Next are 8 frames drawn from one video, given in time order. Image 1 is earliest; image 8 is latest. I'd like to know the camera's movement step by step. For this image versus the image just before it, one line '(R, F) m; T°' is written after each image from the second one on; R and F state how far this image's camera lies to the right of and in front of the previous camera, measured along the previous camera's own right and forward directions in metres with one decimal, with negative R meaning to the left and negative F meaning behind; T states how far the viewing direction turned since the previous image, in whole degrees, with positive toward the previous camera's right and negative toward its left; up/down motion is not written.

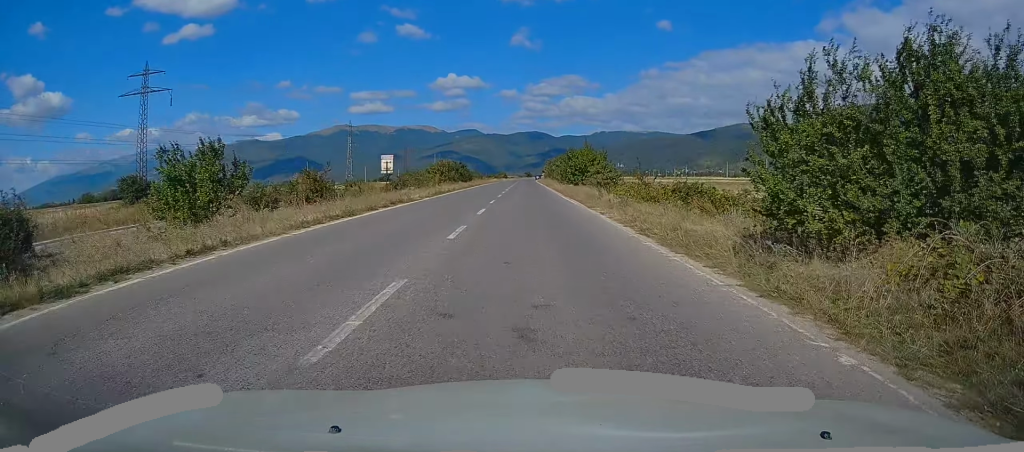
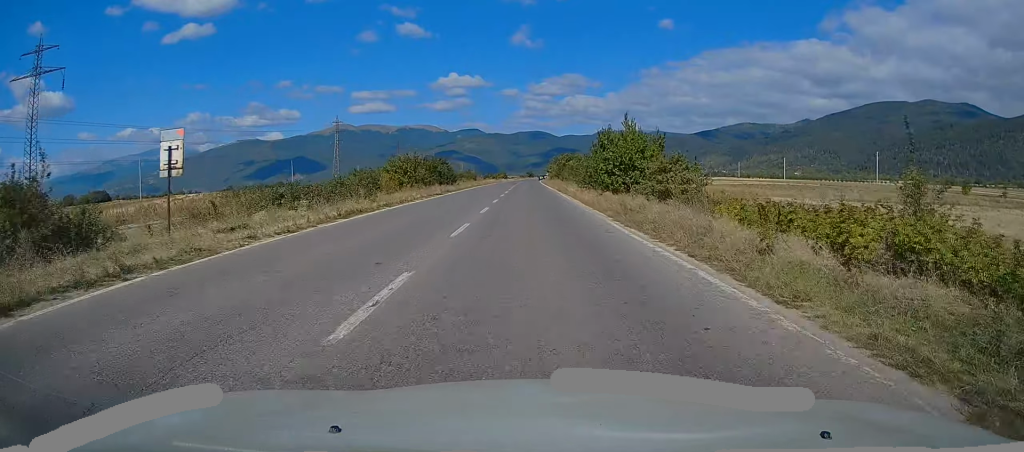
(0.0, +22.5) m; 0°
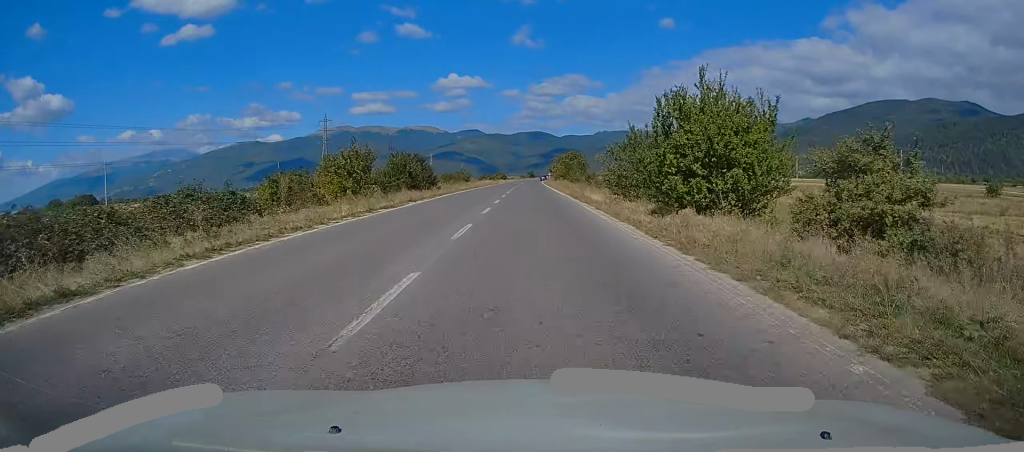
(0.0, +15.3) m; 0°
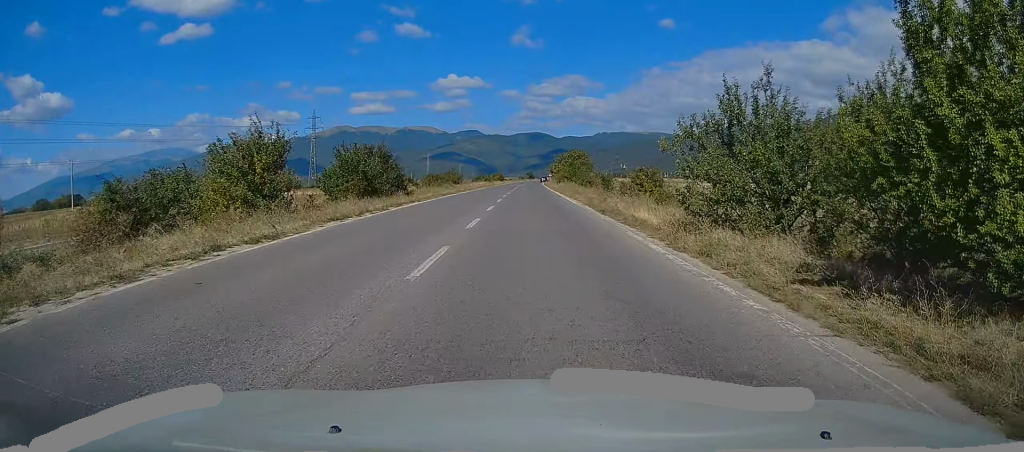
(0.0, +12.5) m; 0°
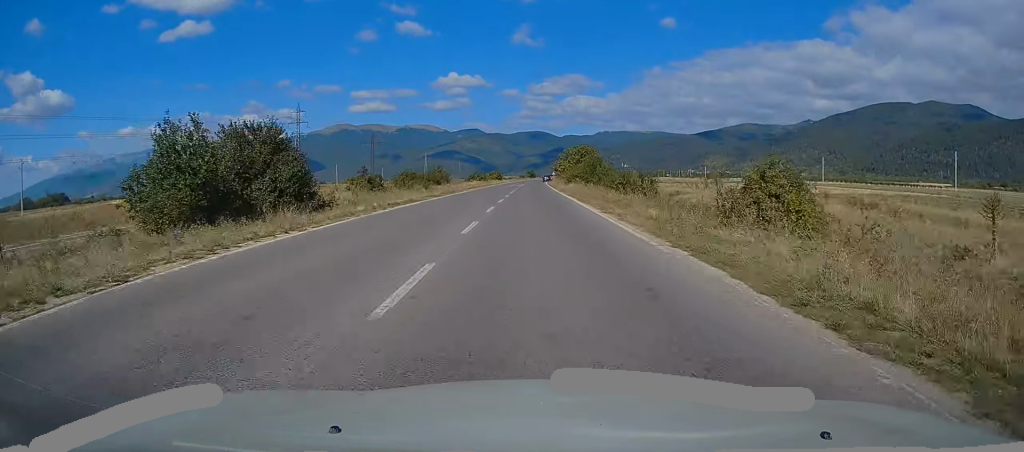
(0.0, +17.1) m; 0°
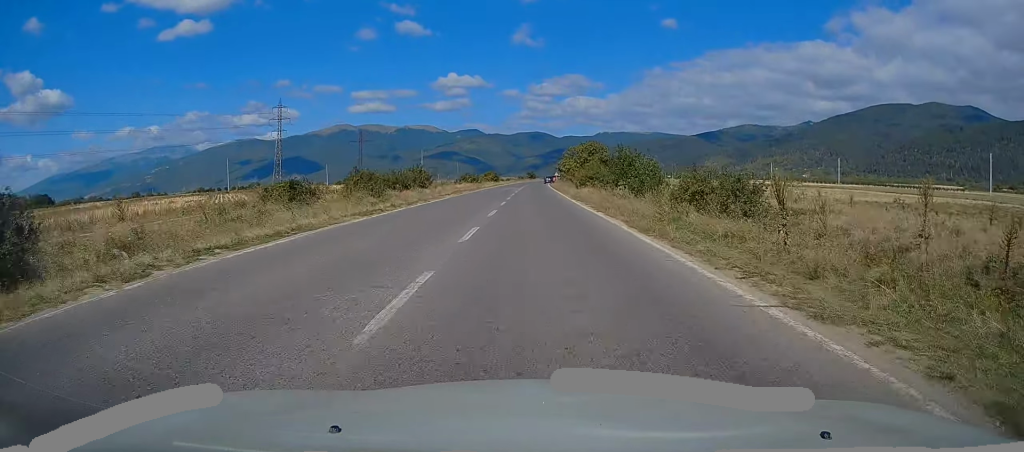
(-0.1, +16.2) m; 0°
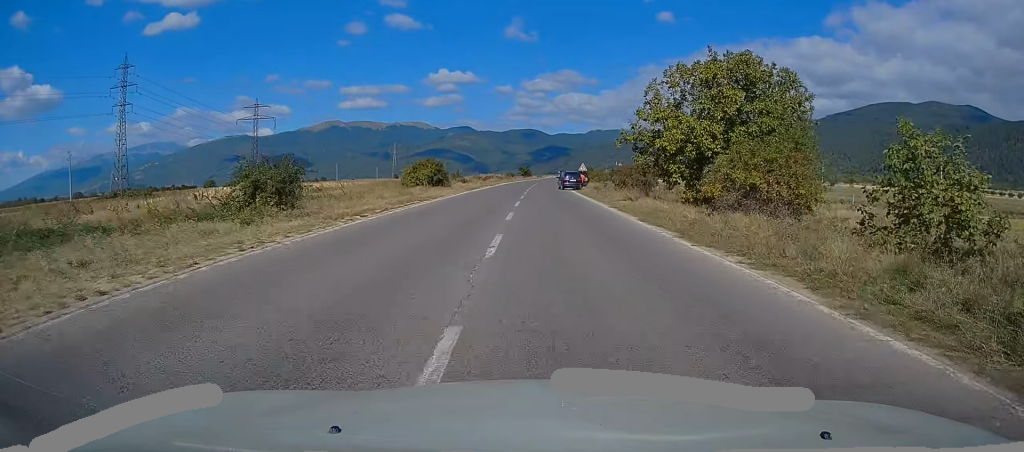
(+1.5, +79.8) m; +2°
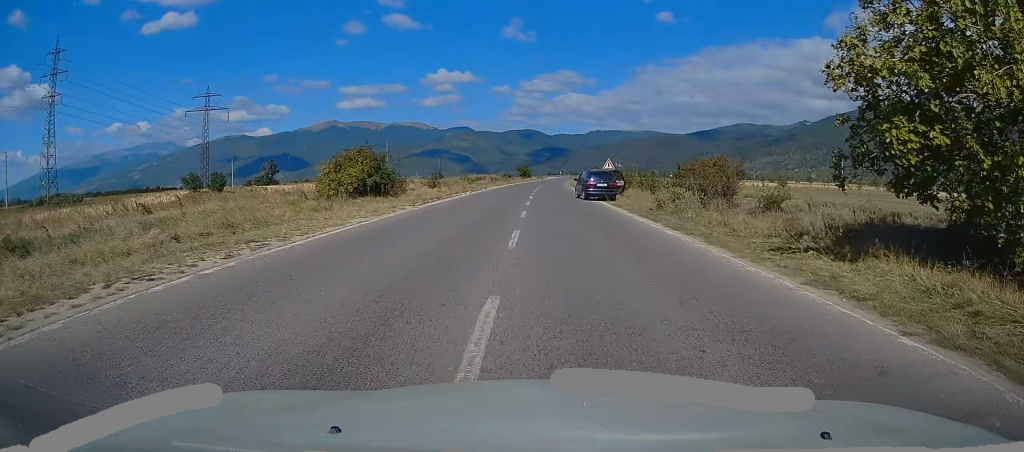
(-0.1, +21.8) m; 0°
